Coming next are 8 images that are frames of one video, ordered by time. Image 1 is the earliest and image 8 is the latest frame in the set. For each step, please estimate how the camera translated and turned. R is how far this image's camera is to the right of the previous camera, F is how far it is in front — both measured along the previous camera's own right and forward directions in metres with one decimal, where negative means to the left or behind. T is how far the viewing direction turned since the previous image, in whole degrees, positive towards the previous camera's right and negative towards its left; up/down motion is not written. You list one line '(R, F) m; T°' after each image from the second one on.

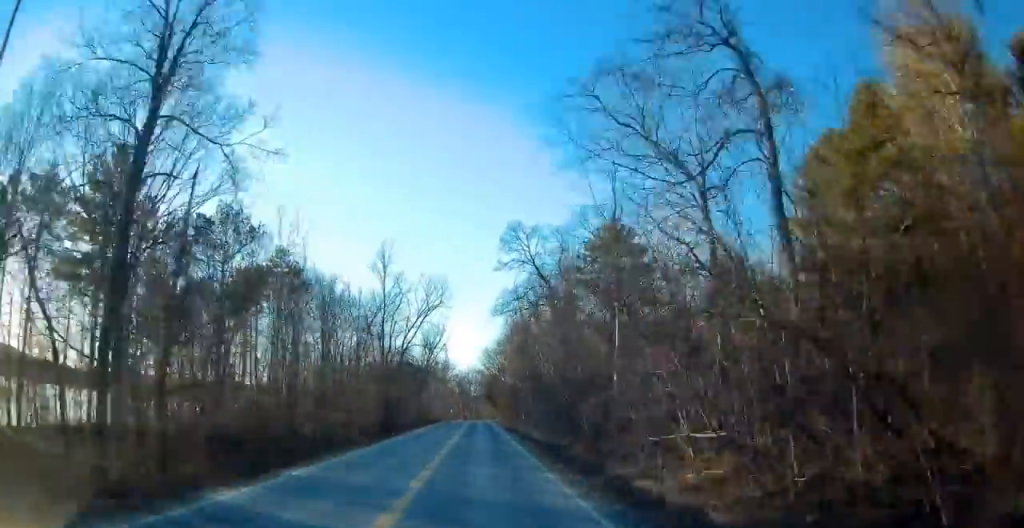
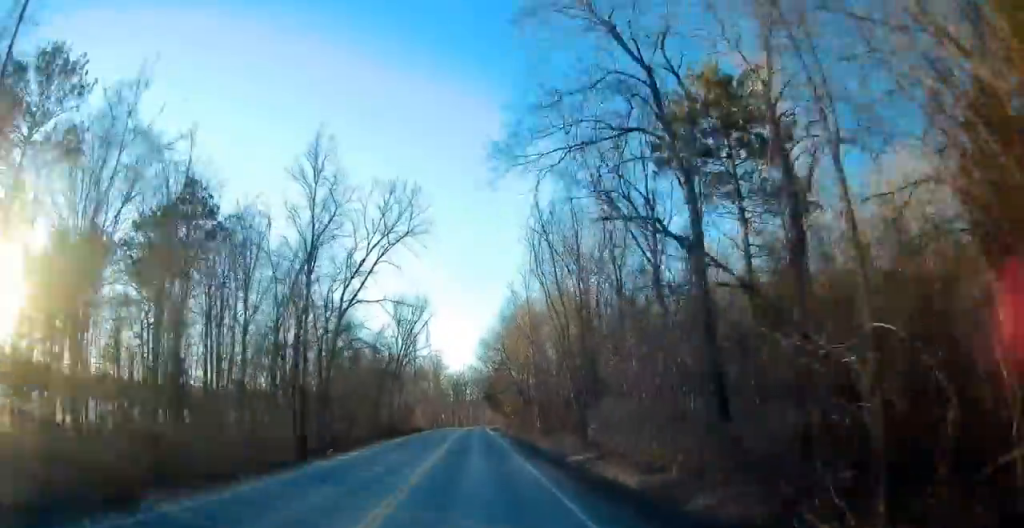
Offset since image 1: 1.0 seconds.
(0.0, +23.9) m; +1°
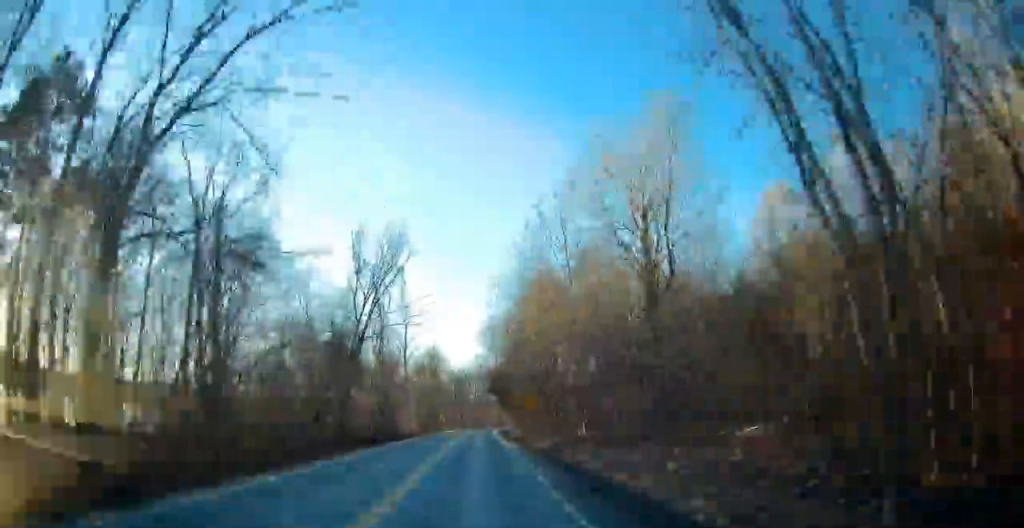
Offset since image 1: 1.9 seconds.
(+0.2, +21.7) m; 0°
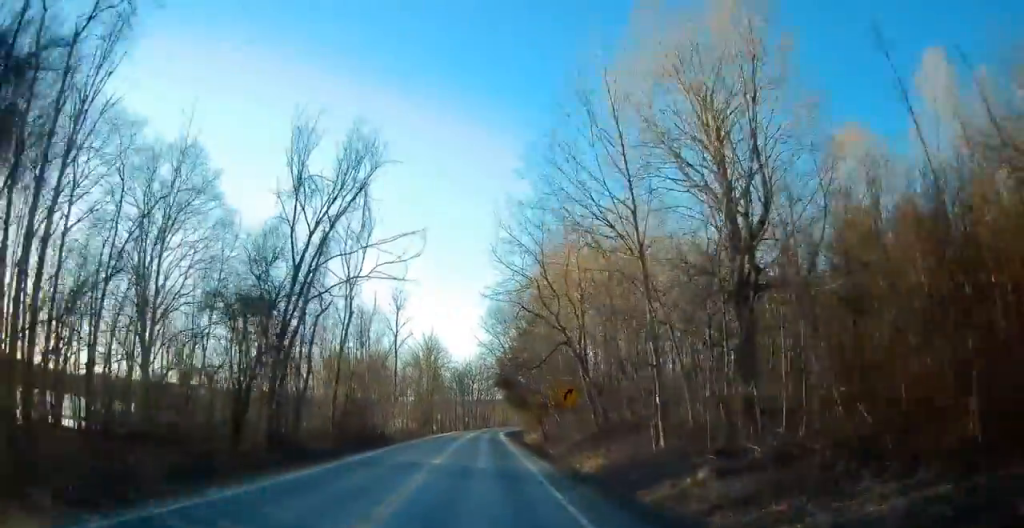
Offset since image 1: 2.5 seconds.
(0.0, +13.7) m; 0°
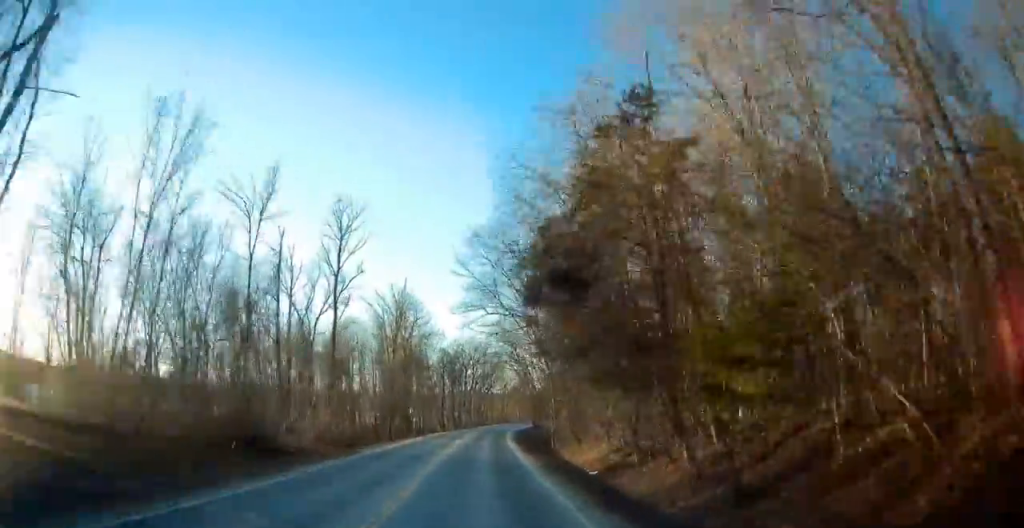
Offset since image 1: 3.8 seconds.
(-0.2, +31.7) m; 0°
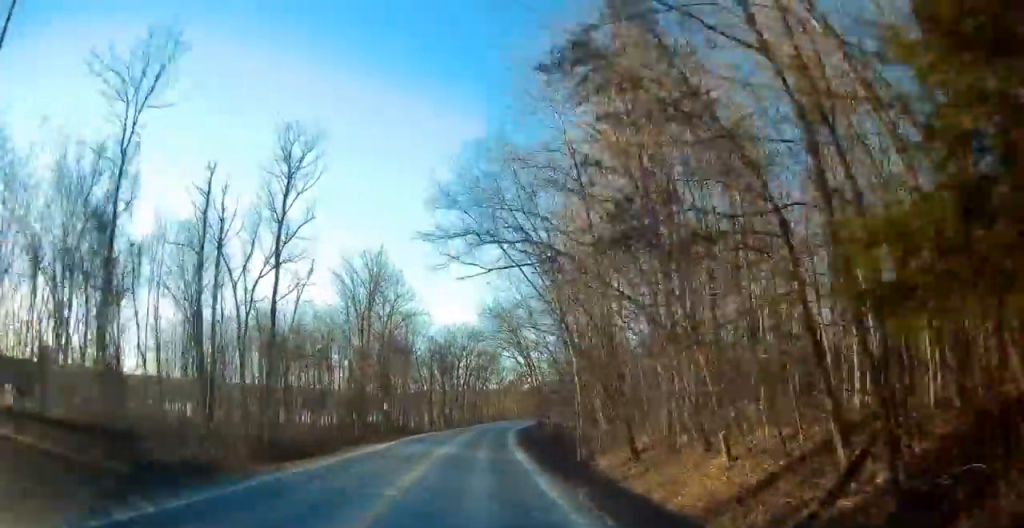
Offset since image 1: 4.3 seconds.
(0.0, +13.1) m; 0°
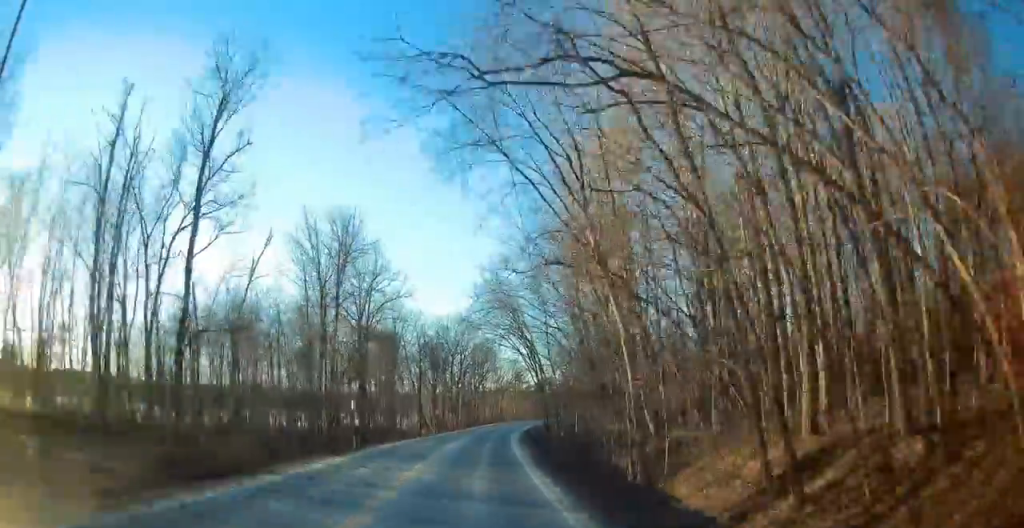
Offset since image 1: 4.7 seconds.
(+0.1, +10.6) m; 0°
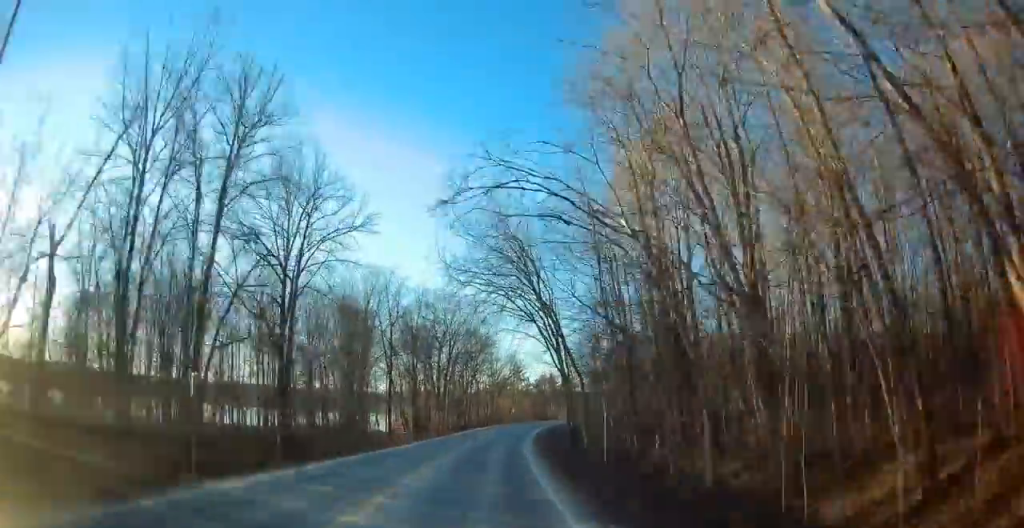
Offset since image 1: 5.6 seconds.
(+0.1, +20.5) m; 0°
